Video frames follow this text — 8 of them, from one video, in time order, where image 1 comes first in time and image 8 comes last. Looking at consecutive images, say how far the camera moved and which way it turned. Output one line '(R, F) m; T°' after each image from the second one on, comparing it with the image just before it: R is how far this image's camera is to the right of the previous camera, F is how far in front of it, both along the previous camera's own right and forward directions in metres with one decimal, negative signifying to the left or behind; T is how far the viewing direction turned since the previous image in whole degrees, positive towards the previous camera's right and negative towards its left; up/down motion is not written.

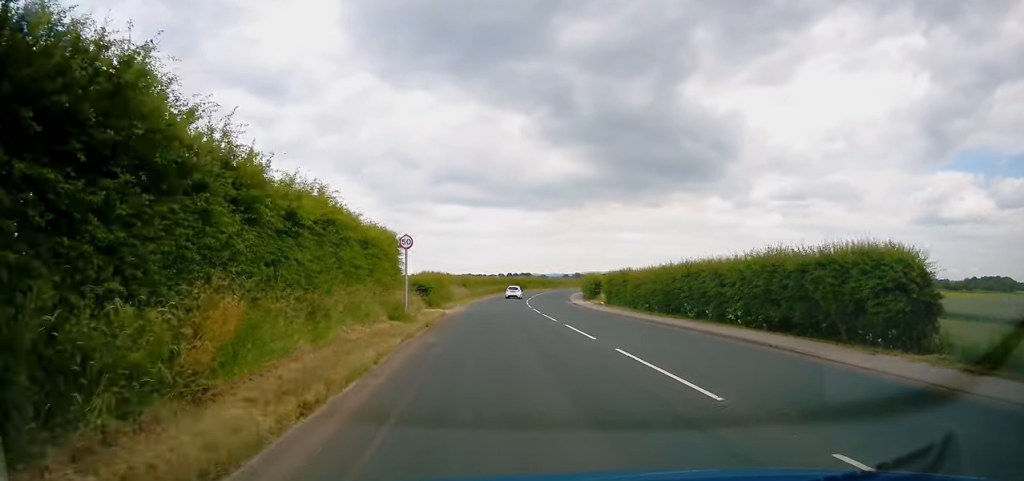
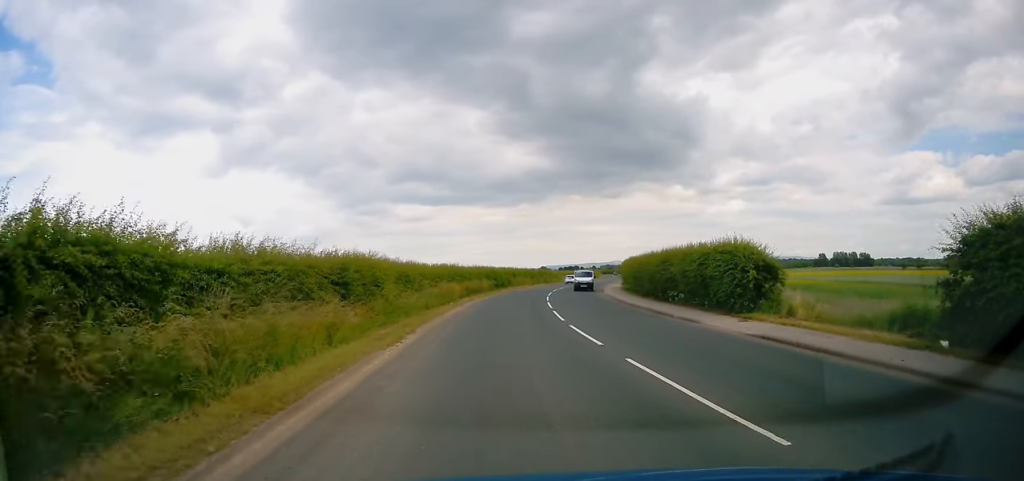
(+0.6, +45.1) m; +2°
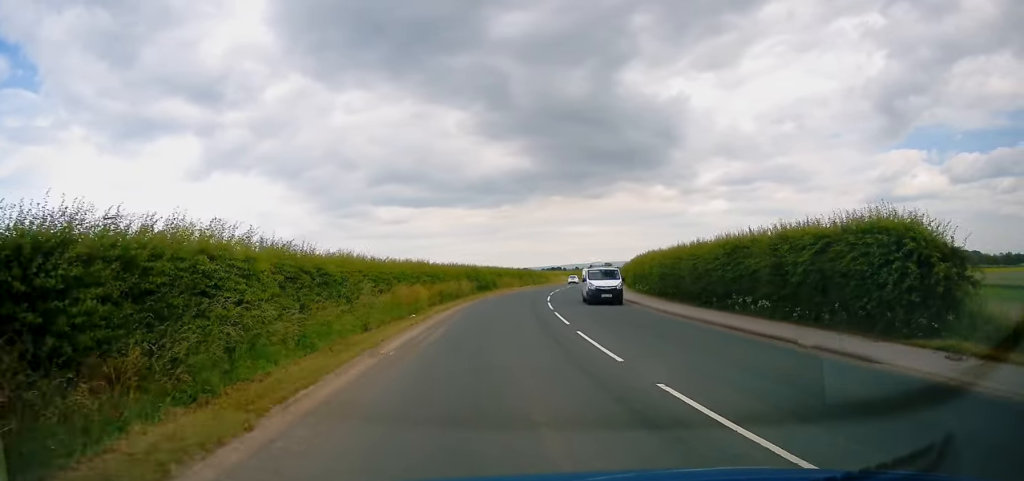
(0.0, +11.4) m; +2°
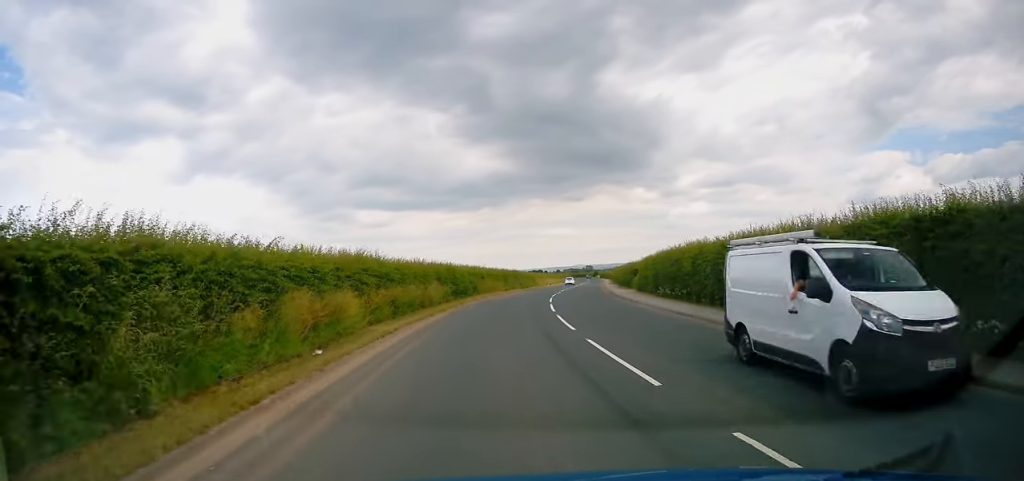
(+0.1, +11.7) m; +3°
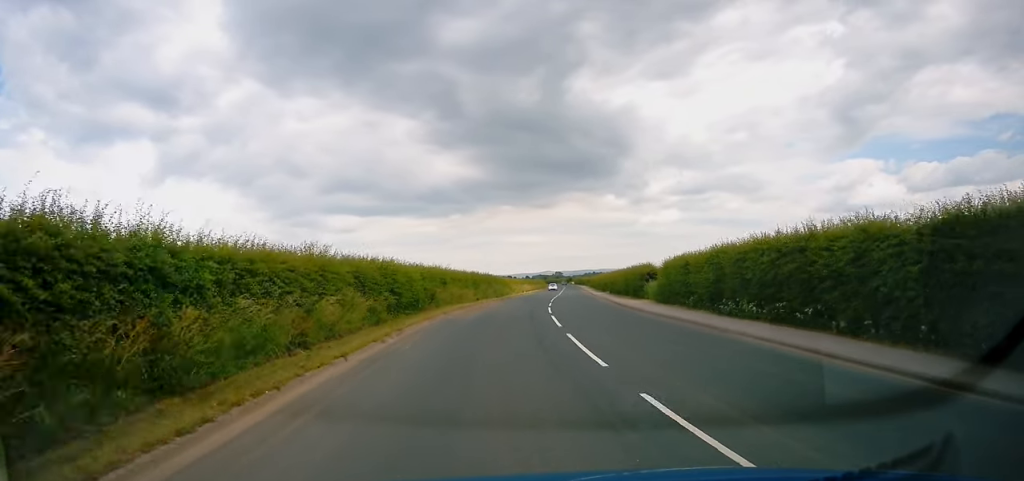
(+0.8, +14.6) m; +3°
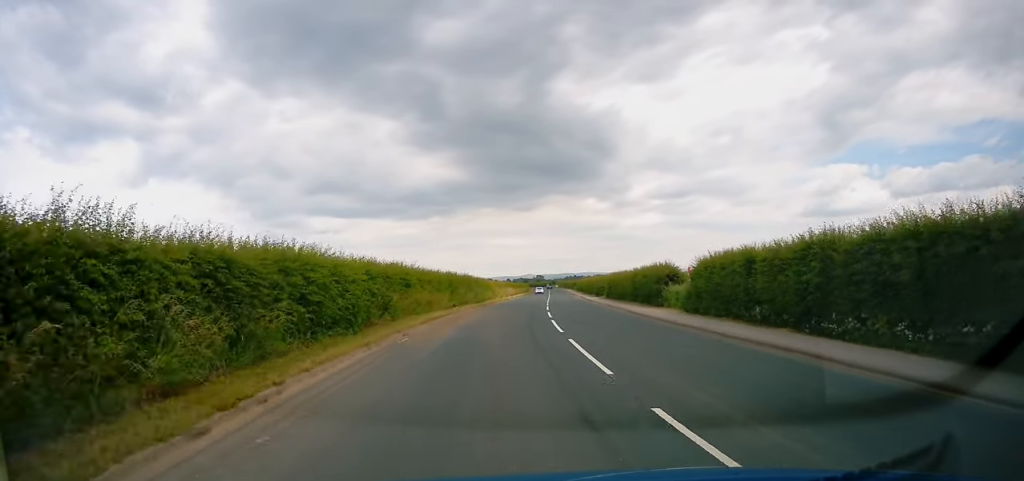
(0.0, +9.8) m; +1°
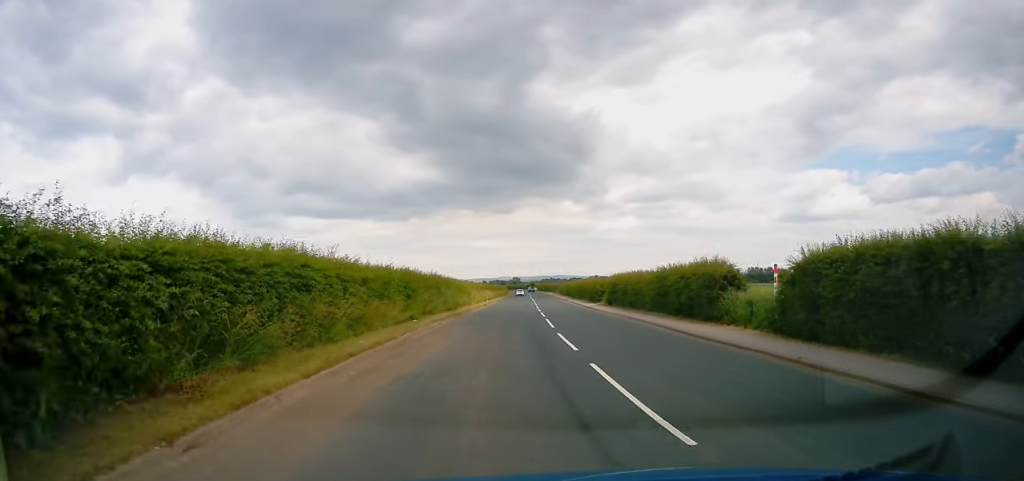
(+0.2, +12.1) m; +1°
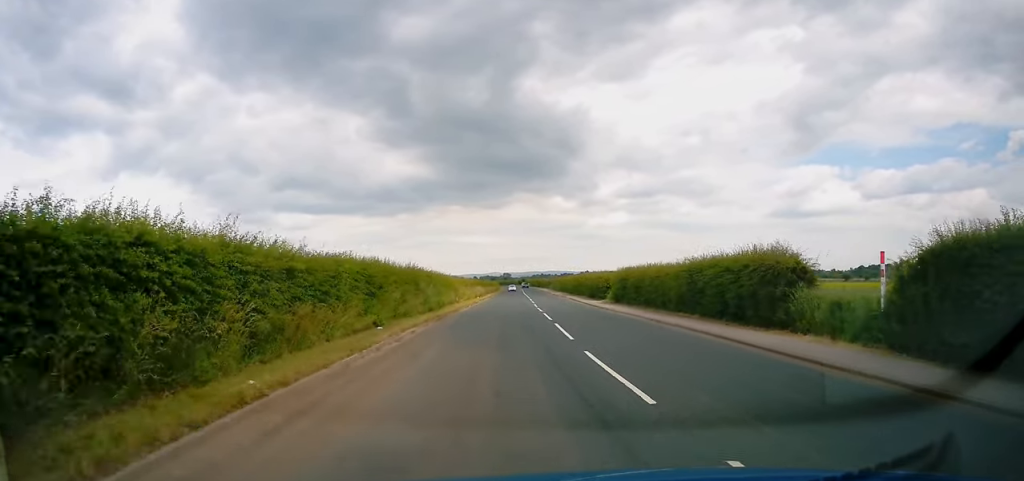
(+0.1, +7.1) m; +1°
